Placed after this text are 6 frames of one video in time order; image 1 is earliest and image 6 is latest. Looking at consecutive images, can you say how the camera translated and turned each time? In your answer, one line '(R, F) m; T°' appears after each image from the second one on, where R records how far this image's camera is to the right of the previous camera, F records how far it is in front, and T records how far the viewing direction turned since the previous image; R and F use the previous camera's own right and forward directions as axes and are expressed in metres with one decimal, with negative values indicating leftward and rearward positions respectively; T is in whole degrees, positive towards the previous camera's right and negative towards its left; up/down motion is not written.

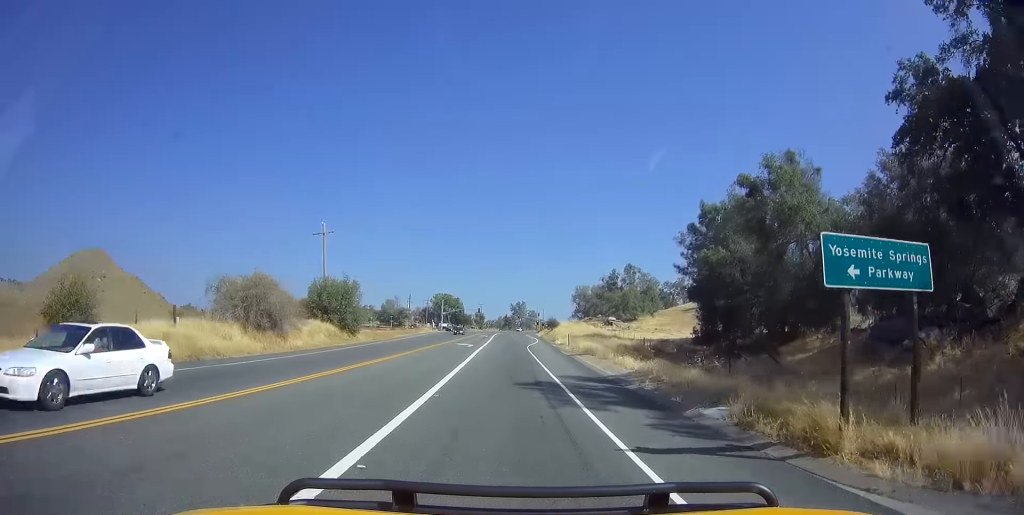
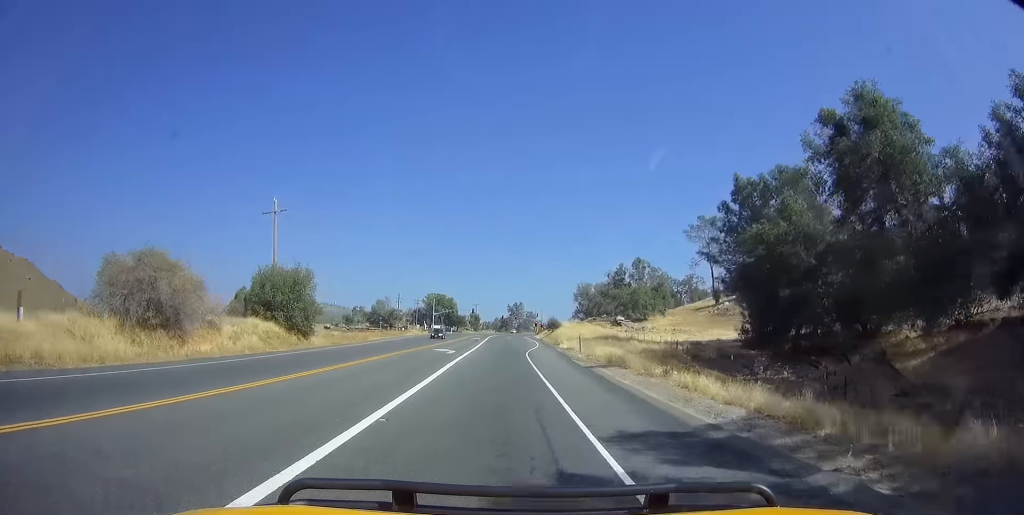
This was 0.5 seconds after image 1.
(0.0, +11.6) m; 0°
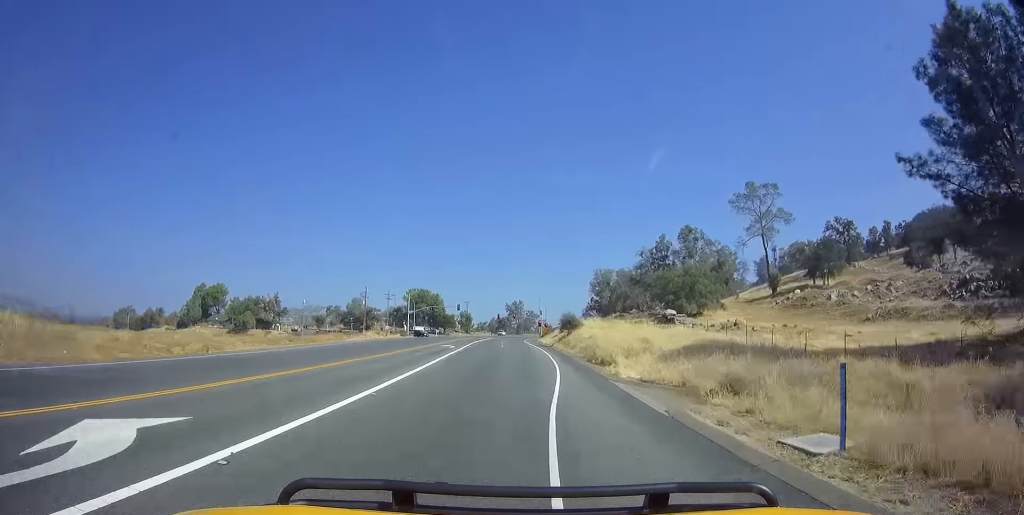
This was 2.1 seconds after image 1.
(+0.5, +32.2) m; +2°
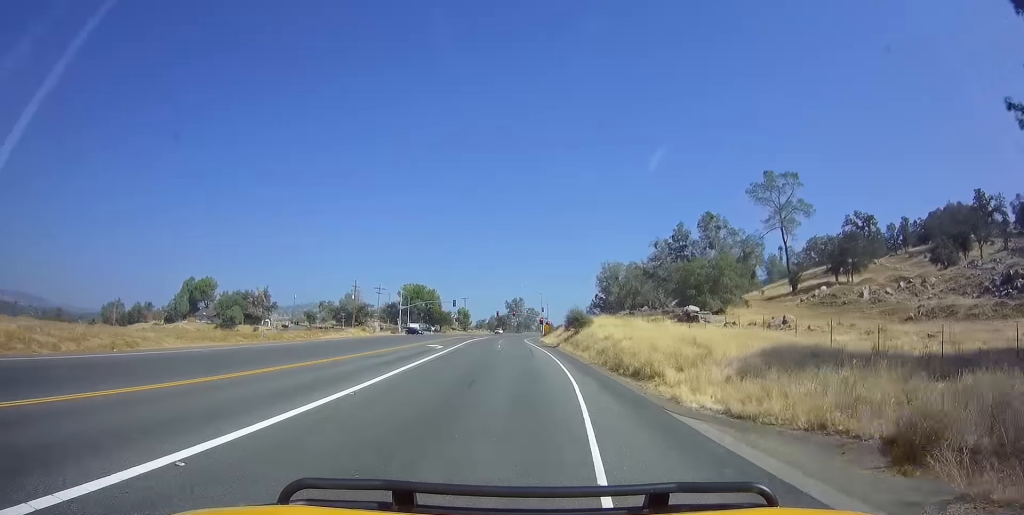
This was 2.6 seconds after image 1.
(+0.3, +8.2) m; 0°
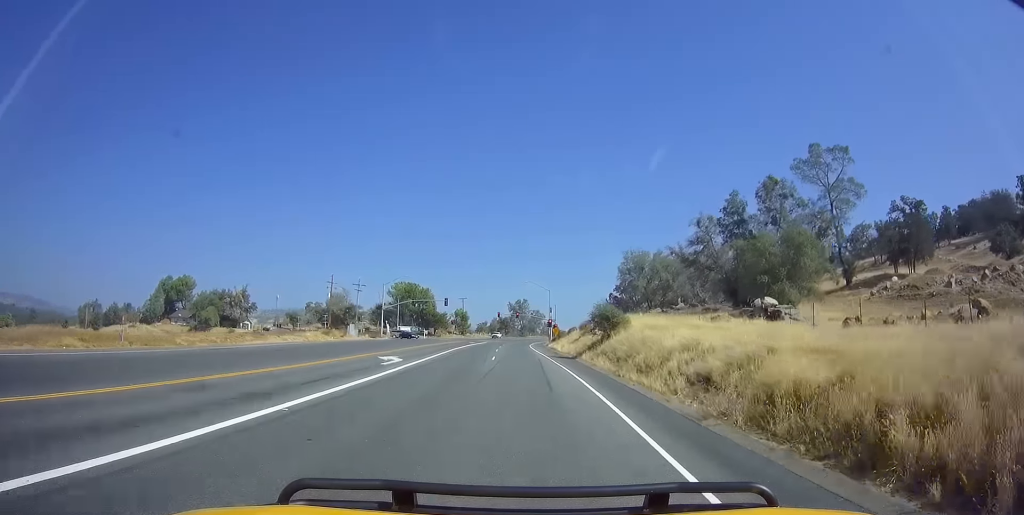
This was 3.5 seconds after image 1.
(-0.5, +16.7) m; -2°
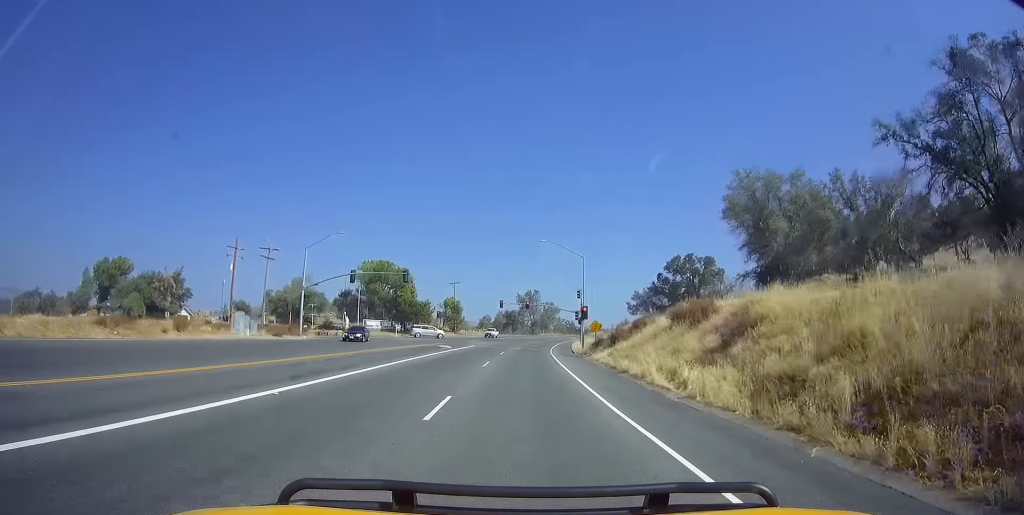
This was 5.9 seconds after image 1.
(+0.8, +37.7) m; +1°
